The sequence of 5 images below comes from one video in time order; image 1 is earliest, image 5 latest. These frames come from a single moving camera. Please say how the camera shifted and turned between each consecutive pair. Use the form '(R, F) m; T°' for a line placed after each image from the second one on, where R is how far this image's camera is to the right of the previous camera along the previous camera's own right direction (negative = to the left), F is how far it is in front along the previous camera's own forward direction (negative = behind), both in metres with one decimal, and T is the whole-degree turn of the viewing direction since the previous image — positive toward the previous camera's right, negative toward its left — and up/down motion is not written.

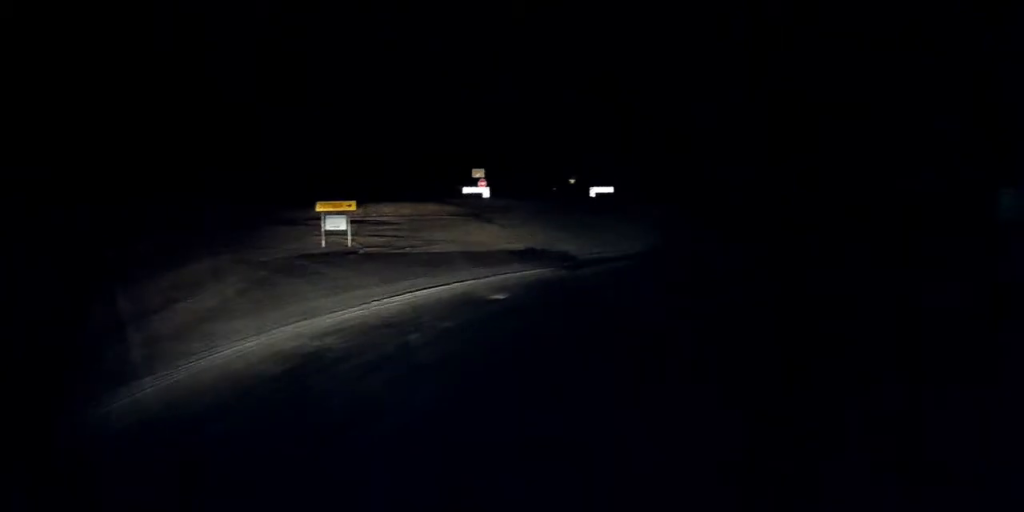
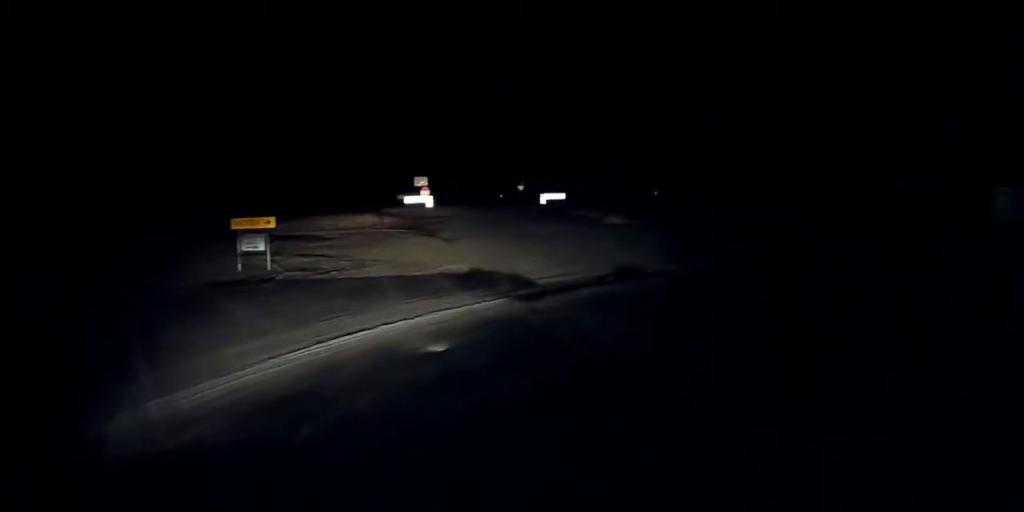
(+0.5, +4.6) m; +9°
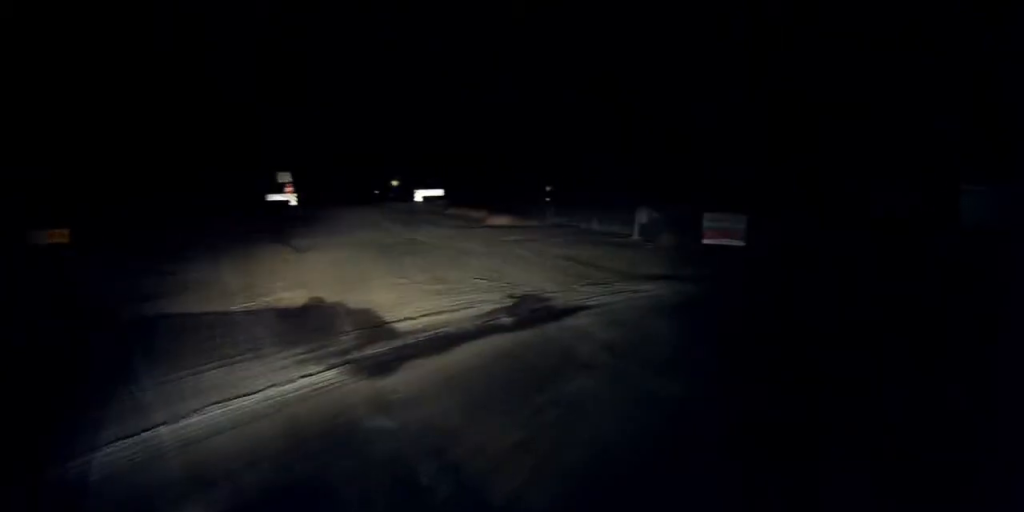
(+0.5, +7.2) m; +13°
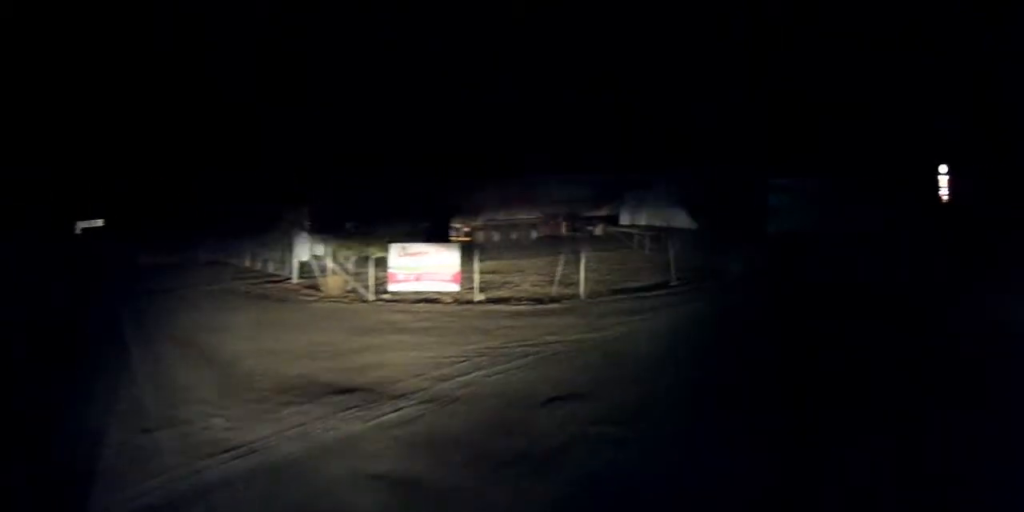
(+2.9, +10.1) m; +30°
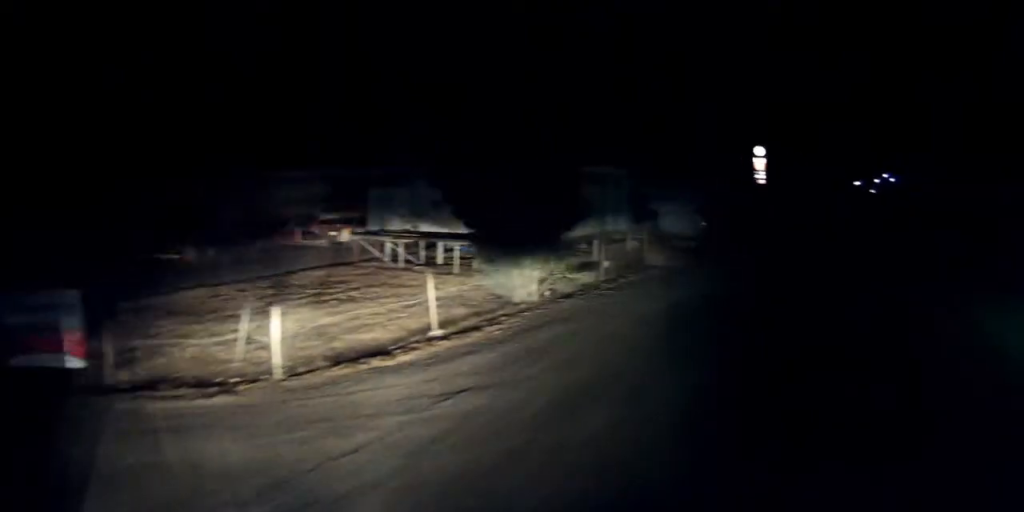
(+1.5, +8.4) m; +17°
